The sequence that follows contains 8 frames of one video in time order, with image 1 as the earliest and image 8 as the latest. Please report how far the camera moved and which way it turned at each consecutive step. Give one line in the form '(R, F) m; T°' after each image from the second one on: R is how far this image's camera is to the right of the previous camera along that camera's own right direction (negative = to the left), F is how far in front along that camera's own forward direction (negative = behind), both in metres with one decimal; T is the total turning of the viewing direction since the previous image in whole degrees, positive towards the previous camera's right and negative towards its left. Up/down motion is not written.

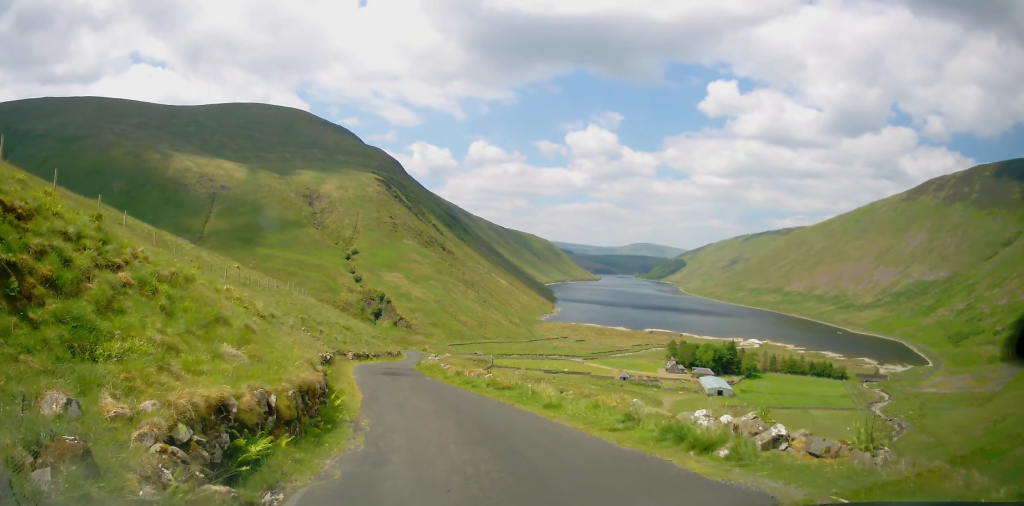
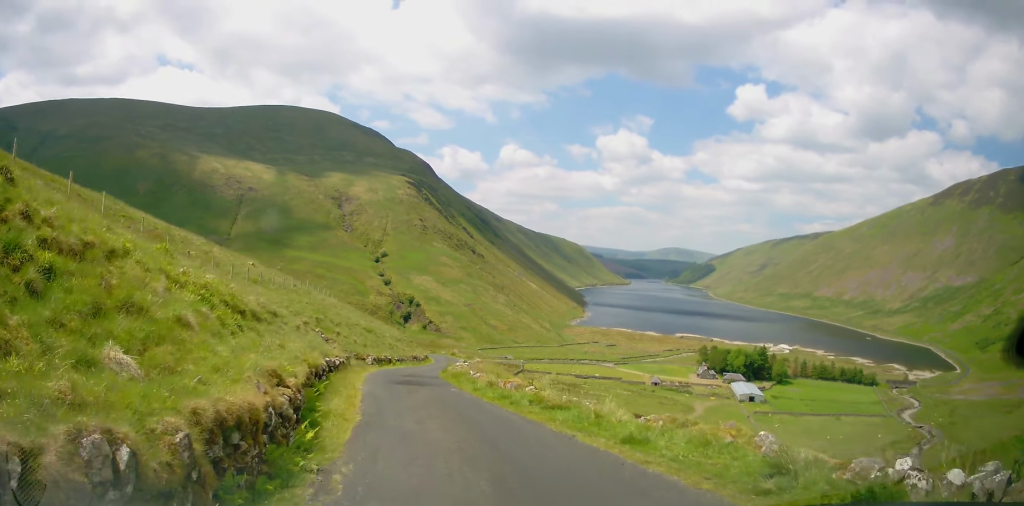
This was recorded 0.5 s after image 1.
(+0.3, +3.9) m; -2°
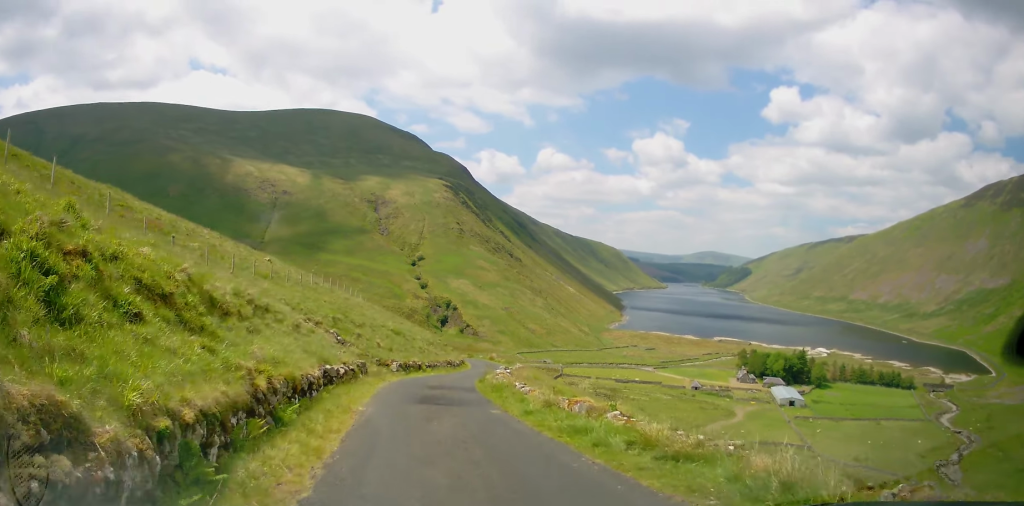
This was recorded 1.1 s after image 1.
(-0.4, +5.2) m; -4°
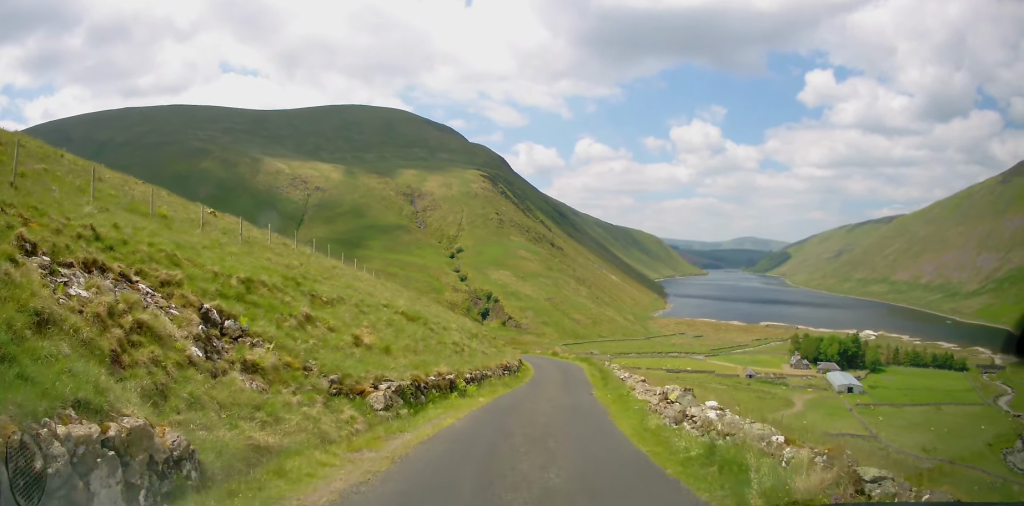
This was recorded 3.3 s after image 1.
(-1.4, +18.9) m; -2°
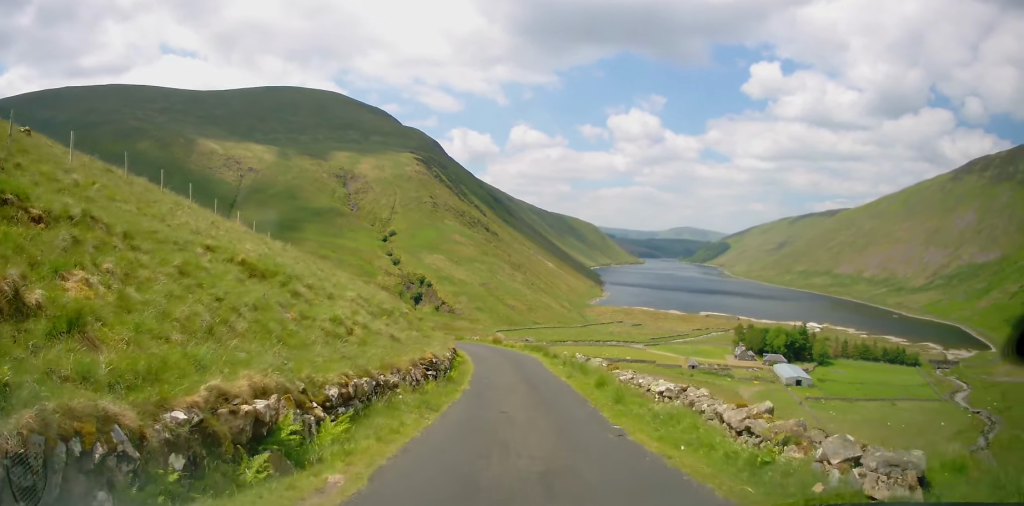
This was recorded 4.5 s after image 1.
(+0.5, +10.3) m; +7°
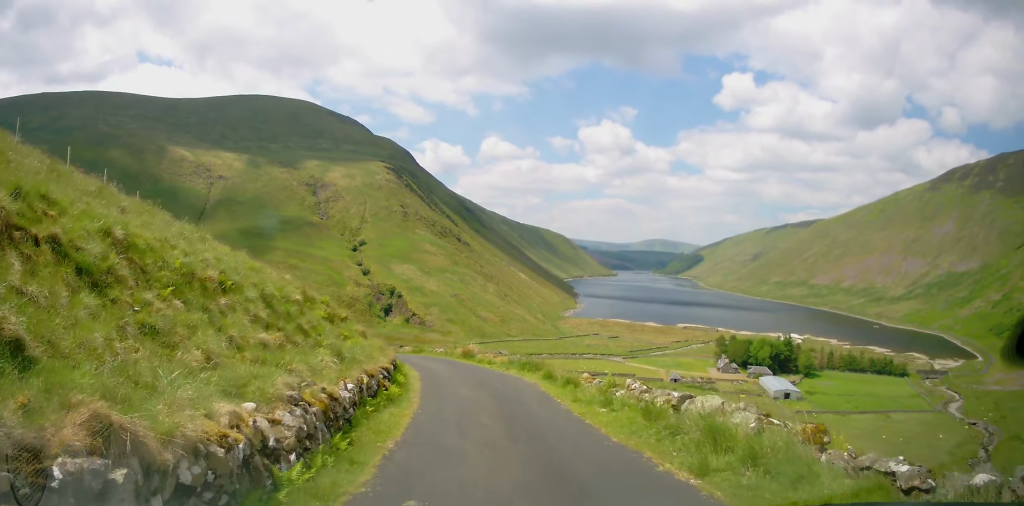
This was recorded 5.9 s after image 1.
(+0.5, +12.4) m; +1°
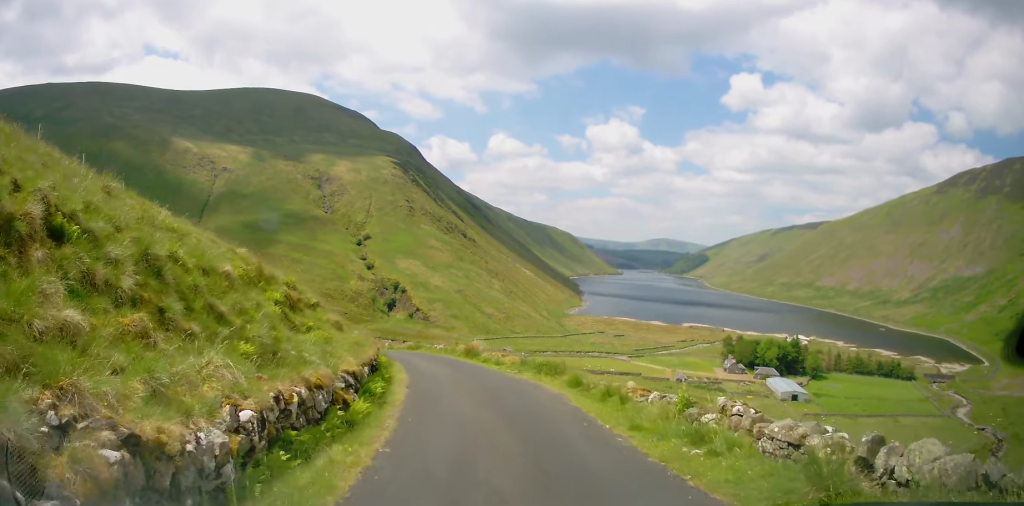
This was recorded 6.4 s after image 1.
(-0.1, +4.6) m; -1°
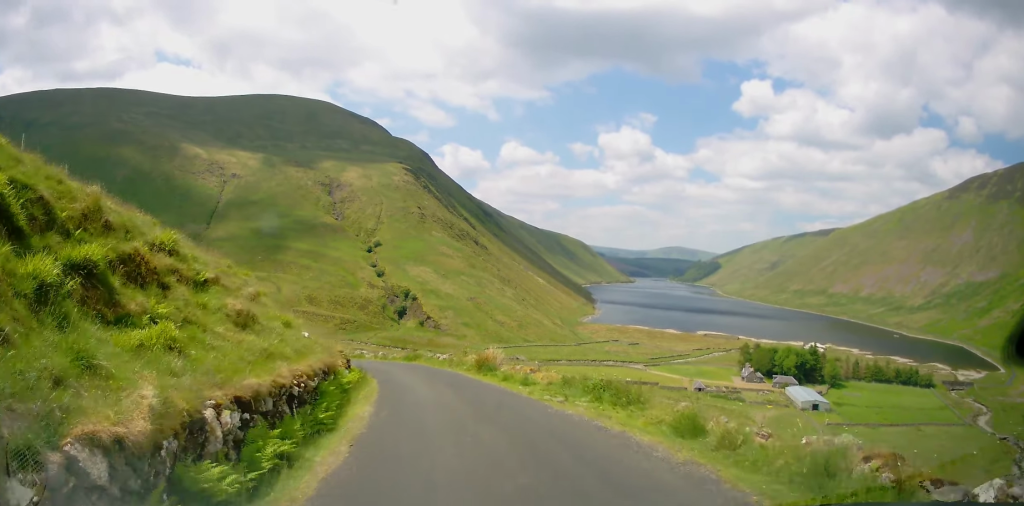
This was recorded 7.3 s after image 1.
(-0.1, +7.6) m; 0°
